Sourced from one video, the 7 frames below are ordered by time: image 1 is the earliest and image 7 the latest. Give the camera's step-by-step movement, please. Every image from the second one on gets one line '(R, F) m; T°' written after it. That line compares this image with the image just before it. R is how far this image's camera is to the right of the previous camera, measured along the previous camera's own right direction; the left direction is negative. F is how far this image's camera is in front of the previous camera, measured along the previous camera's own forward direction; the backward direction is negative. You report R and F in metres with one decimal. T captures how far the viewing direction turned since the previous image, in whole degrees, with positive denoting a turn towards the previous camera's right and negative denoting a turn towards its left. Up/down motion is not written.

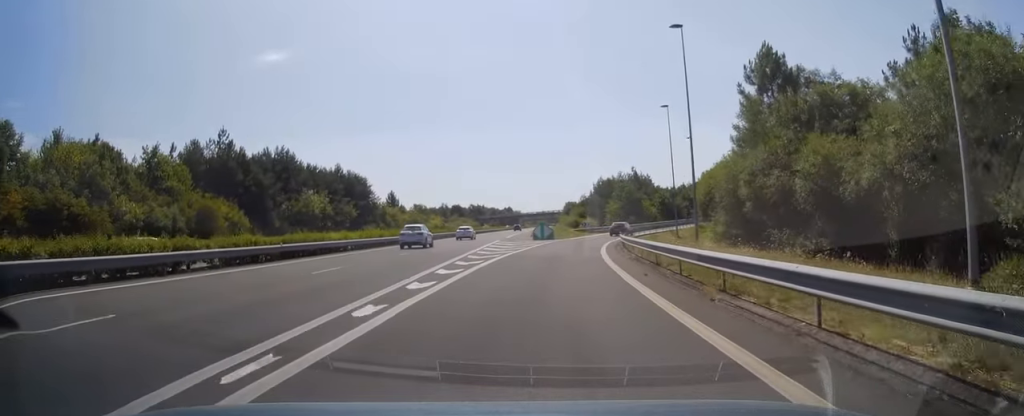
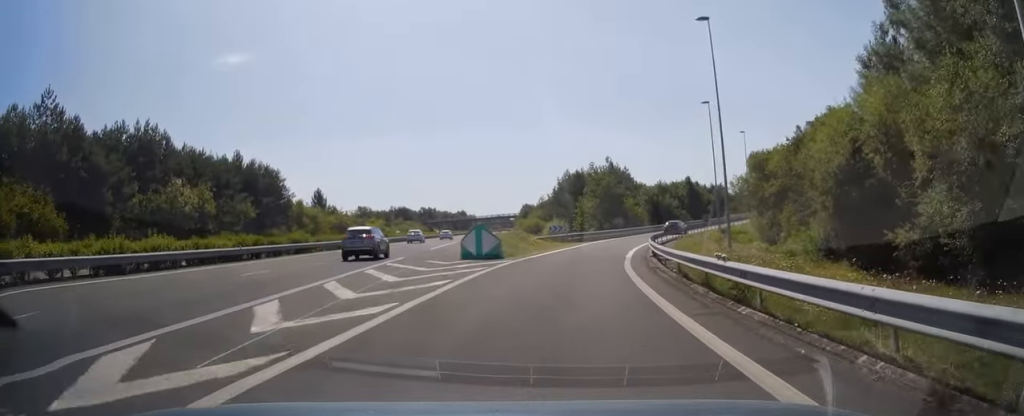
(+0.8, +25.6) m; +6°
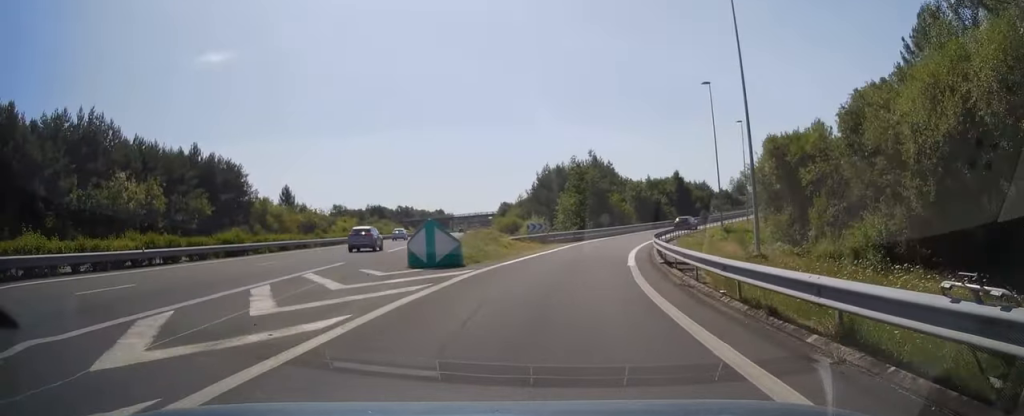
(+0.3, +6.8) m; +2°
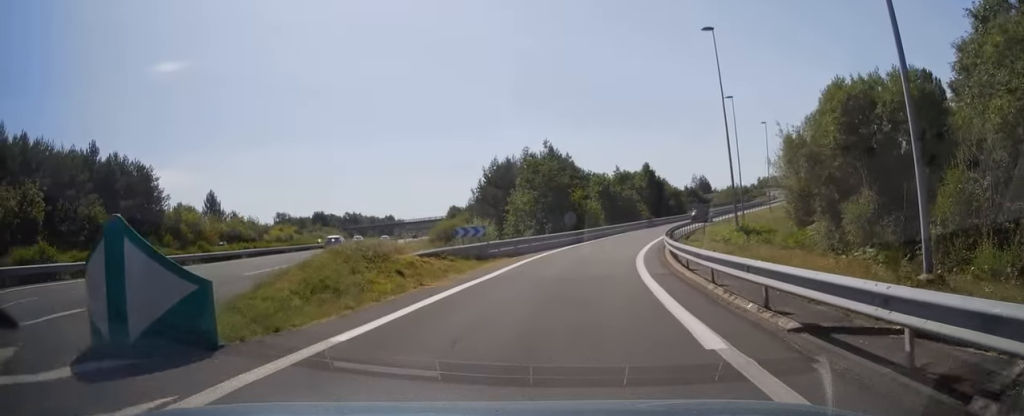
(+0.5, +13.6) m; +5°
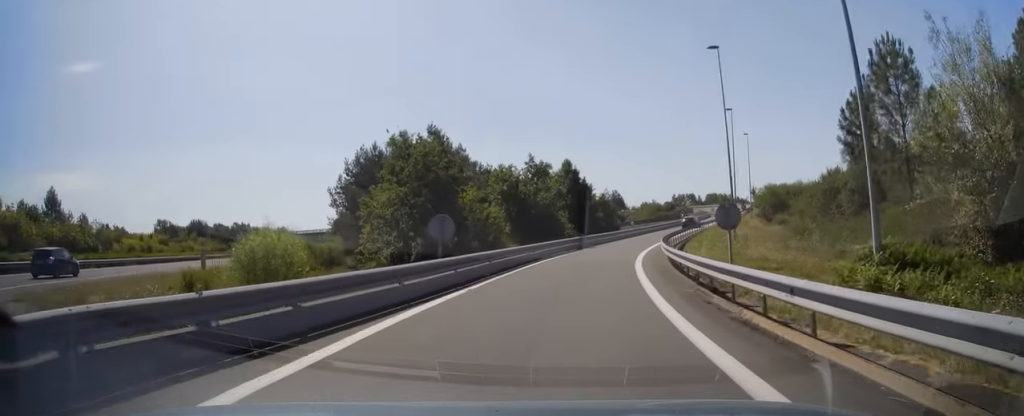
(+1.7, +22.0) m; +9°
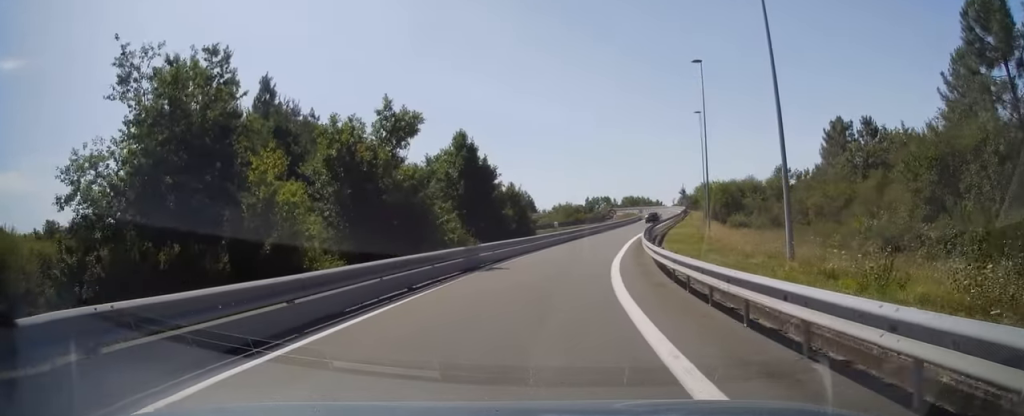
(+1.3, +19.2) m; +7°
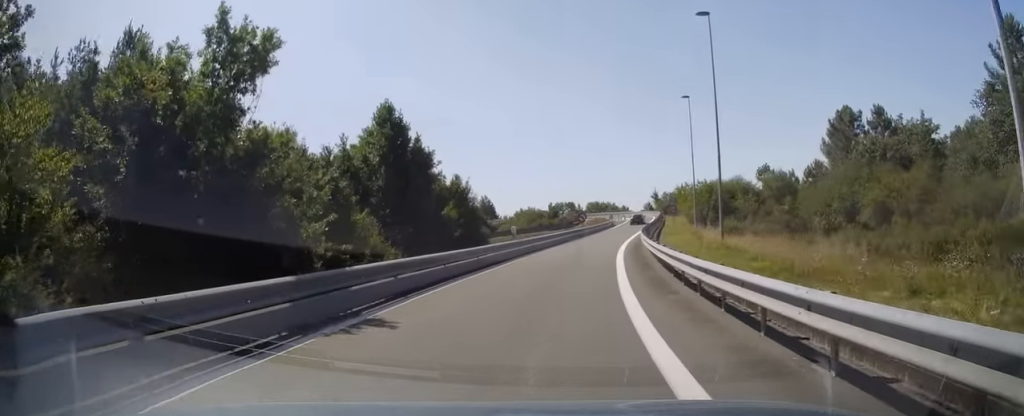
(+0.4, +10.8) m; +4°
